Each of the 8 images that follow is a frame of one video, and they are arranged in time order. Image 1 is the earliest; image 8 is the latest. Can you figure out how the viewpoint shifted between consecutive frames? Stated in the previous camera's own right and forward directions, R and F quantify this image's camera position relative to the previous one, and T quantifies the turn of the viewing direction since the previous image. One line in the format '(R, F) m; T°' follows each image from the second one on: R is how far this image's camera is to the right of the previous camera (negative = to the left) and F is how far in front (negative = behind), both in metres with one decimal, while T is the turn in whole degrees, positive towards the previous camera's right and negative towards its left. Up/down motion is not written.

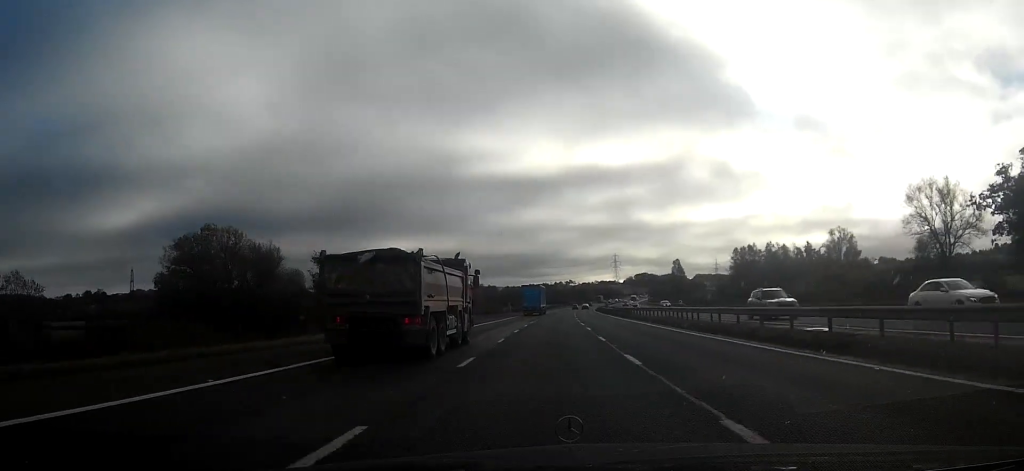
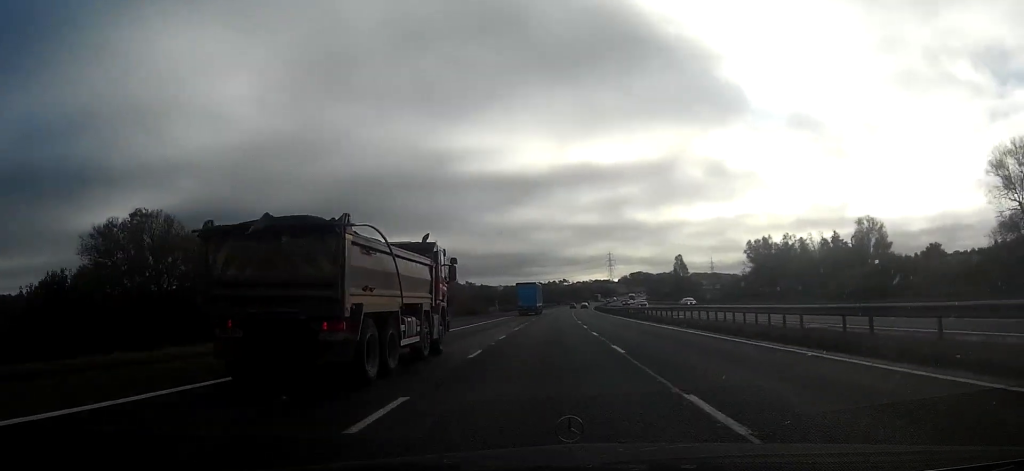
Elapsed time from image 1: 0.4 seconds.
(+0.1, +15.6) m; 0°
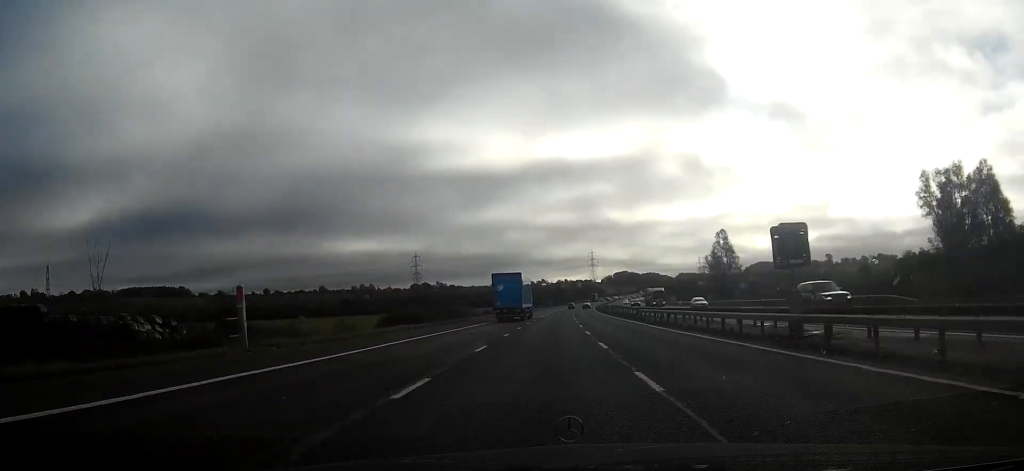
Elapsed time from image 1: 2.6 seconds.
(+1.5, +77.8) m; +2°
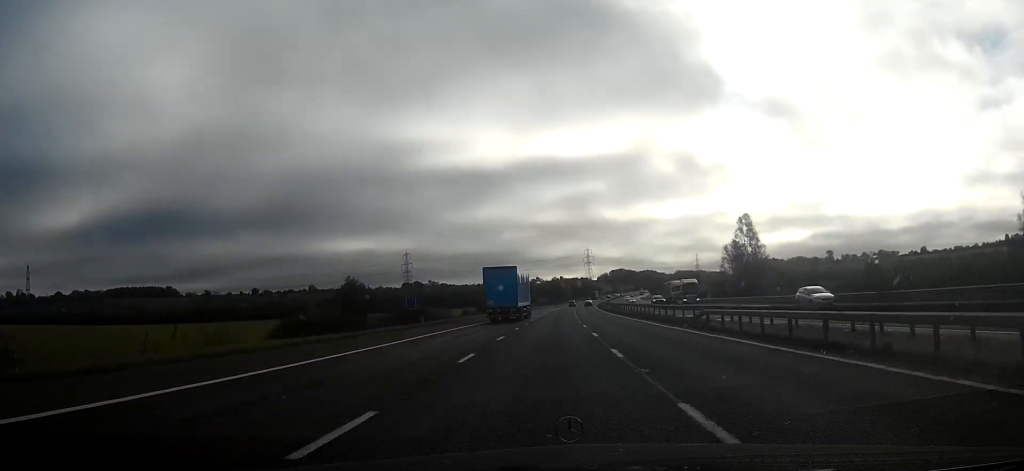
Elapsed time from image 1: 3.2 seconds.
(+0.2, +21.3) m; +1°
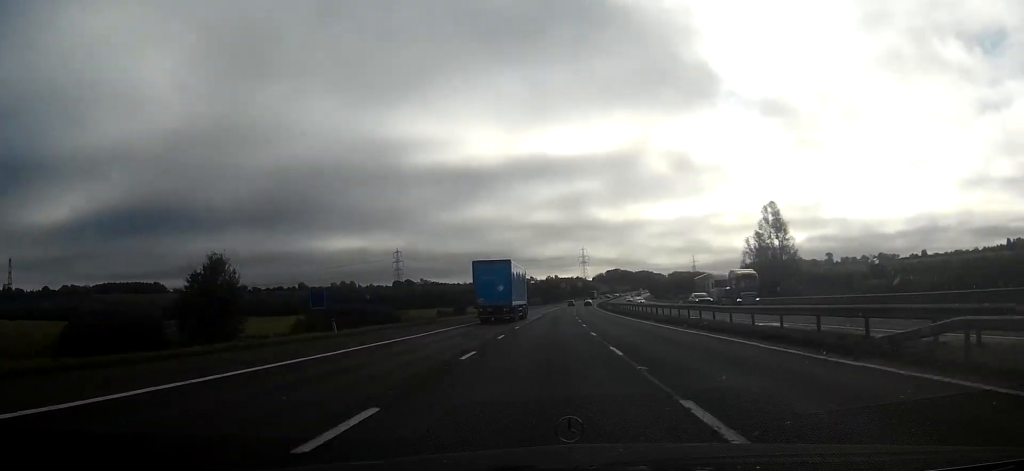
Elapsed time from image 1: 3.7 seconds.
(+0.1, +17.6) m; +1°
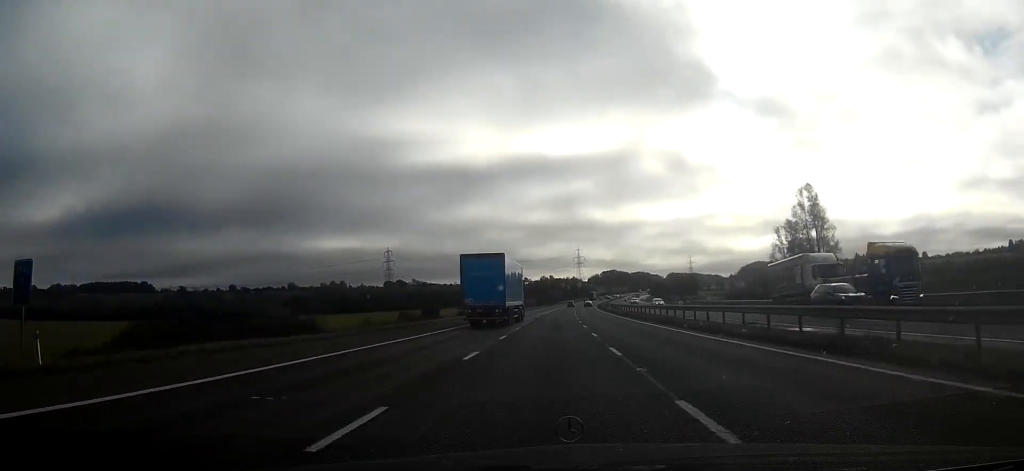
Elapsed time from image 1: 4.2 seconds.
(-0.1, +17.6) m; +1°
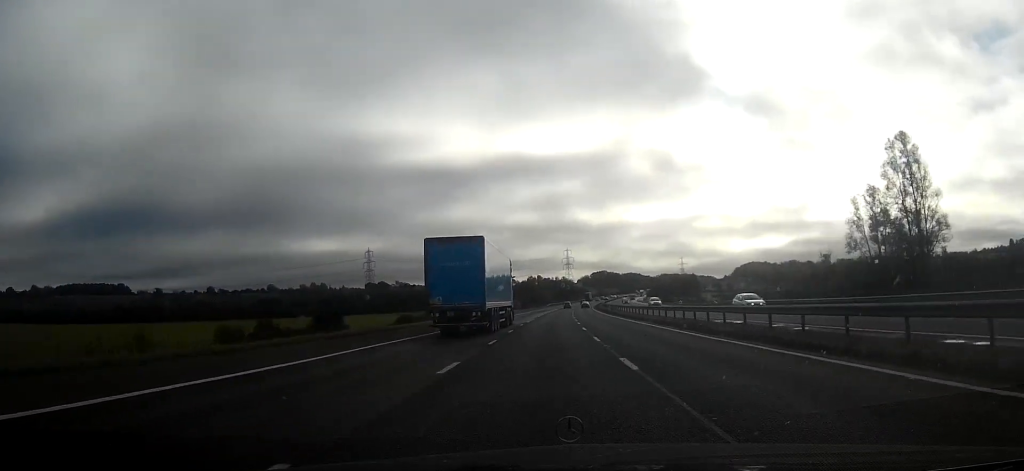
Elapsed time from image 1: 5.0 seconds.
(+0.5, +29.2) m; +1°
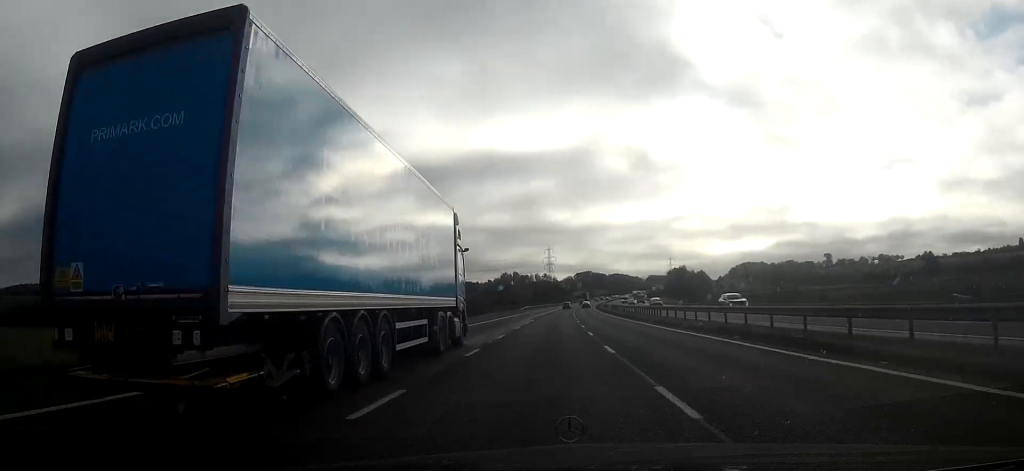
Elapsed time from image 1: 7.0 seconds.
(+0.7, +67.5) m; +2°
